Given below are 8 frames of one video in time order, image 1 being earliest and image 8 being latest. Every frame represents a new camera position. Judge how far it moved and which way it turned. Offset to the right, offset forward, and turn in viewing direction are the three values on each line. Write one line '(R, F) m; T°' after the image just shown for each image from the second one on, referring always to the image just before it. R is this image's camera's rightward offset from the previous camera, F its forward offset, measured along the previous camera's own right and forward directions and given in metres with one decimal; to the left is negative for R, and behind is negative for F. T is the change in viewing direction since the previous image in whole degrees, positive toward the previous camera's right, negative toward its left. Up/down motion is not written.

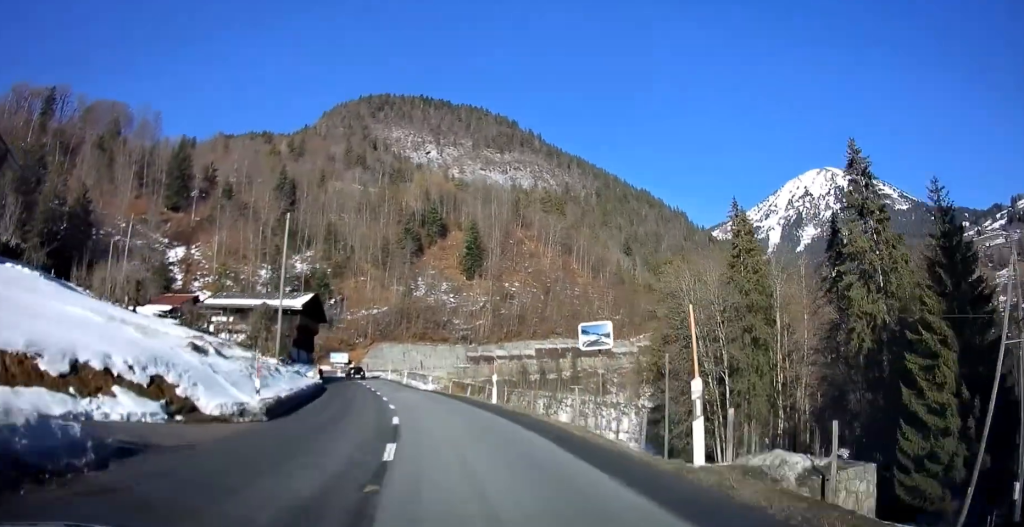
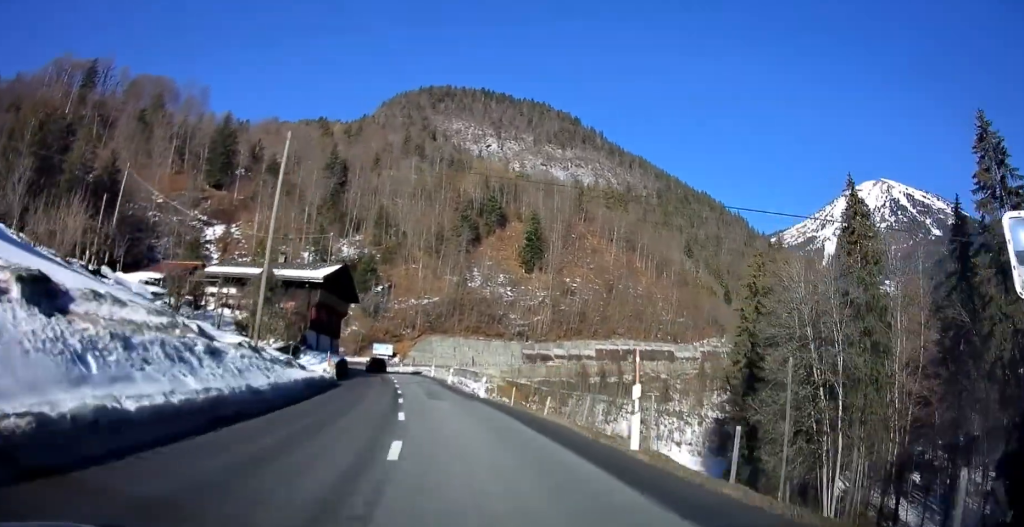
(-0.7, +12.5) m; -4°
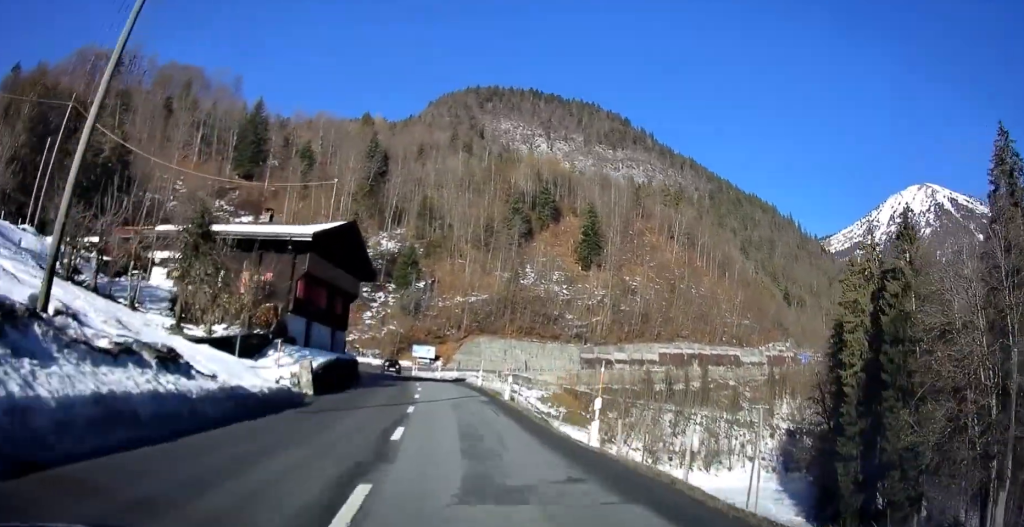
(-0.5, +16.0) m; -5°
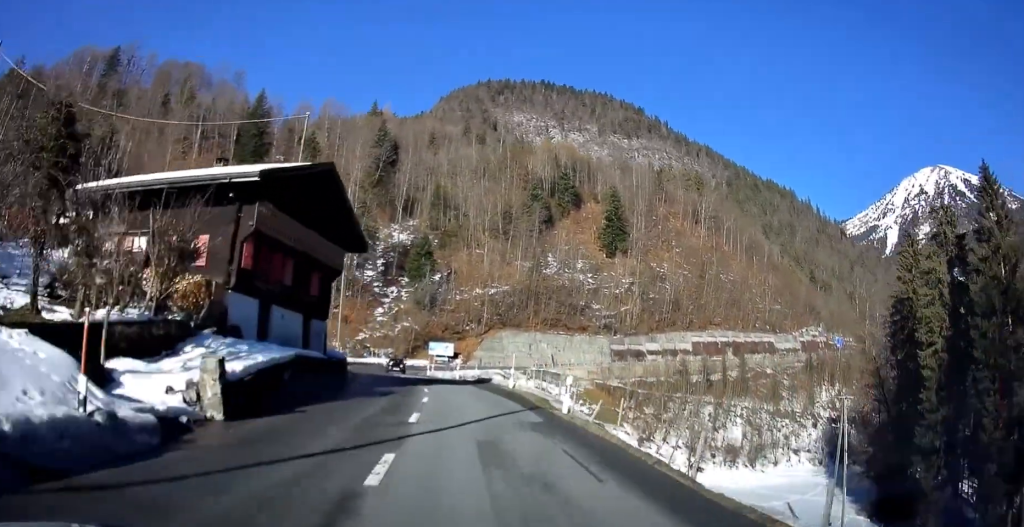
(-0.5, +9.8) m; -2°
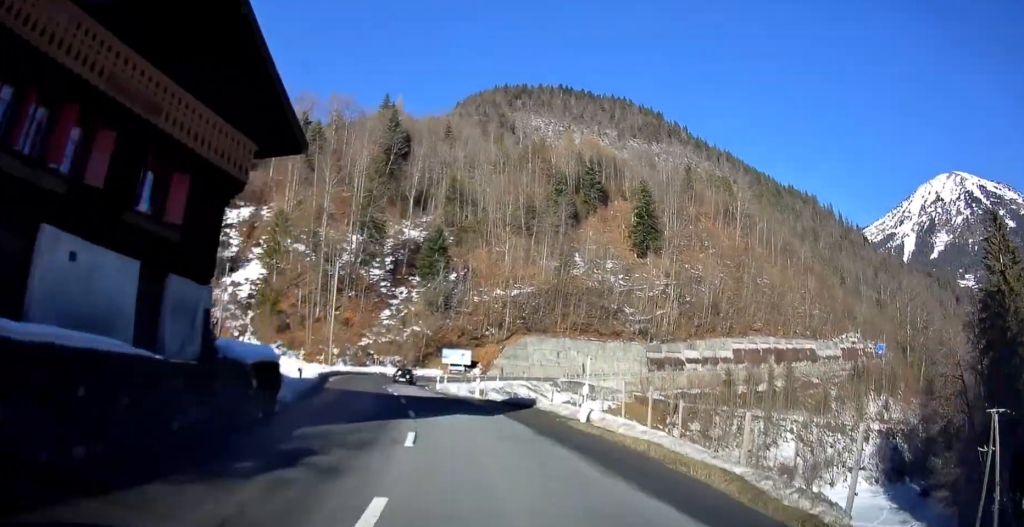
(-0.4, +14.7) m; -2°
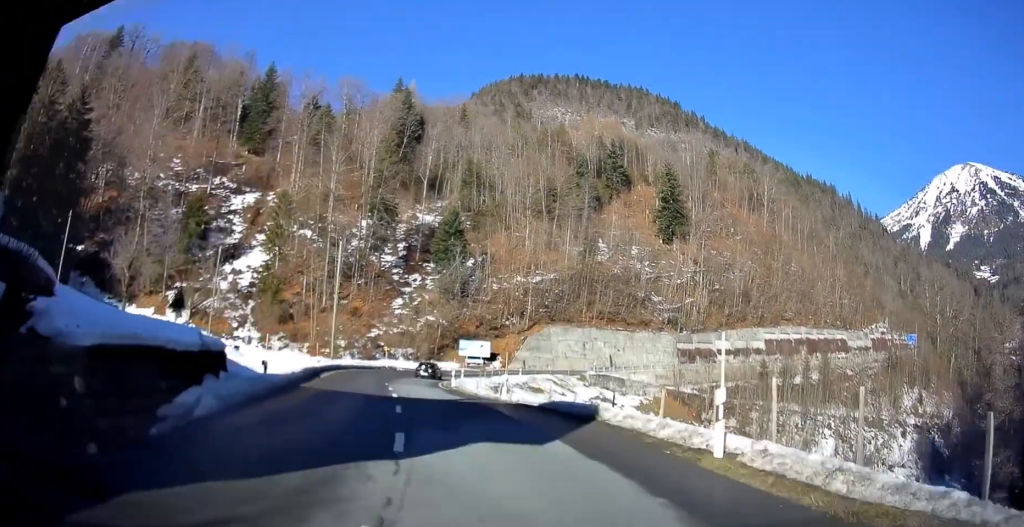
(0.0, +7.5) m; -1°
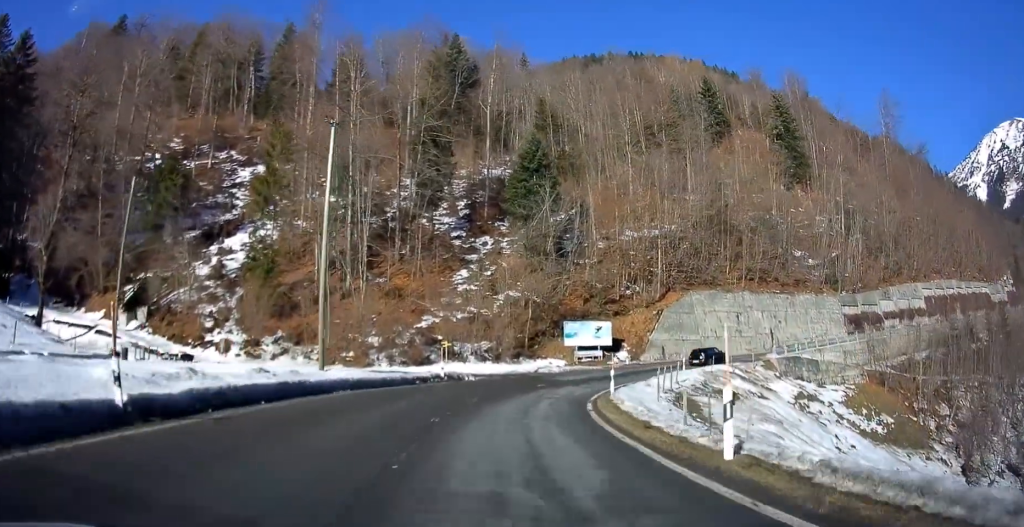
(-2.6, +32.5) m; -5°
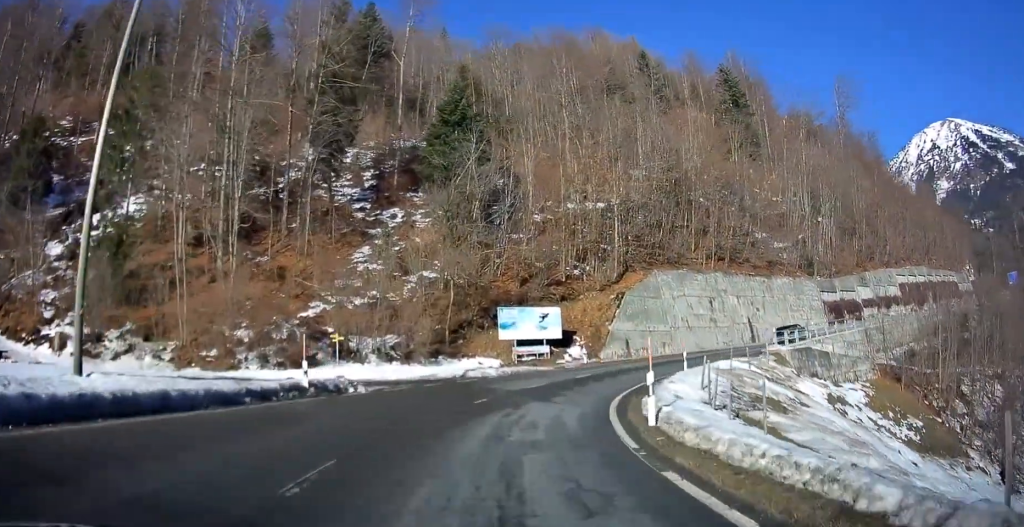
(+0.4, +13.9) m; +6°
